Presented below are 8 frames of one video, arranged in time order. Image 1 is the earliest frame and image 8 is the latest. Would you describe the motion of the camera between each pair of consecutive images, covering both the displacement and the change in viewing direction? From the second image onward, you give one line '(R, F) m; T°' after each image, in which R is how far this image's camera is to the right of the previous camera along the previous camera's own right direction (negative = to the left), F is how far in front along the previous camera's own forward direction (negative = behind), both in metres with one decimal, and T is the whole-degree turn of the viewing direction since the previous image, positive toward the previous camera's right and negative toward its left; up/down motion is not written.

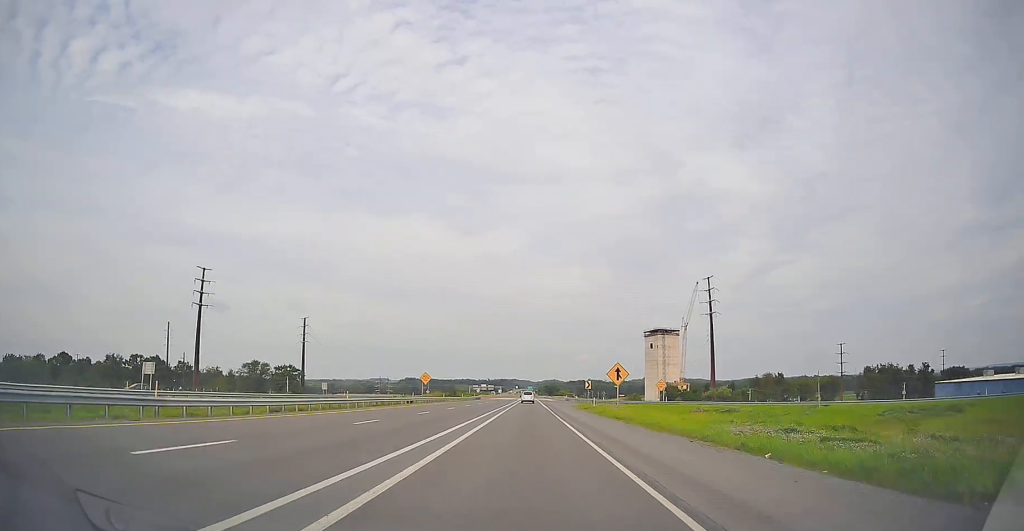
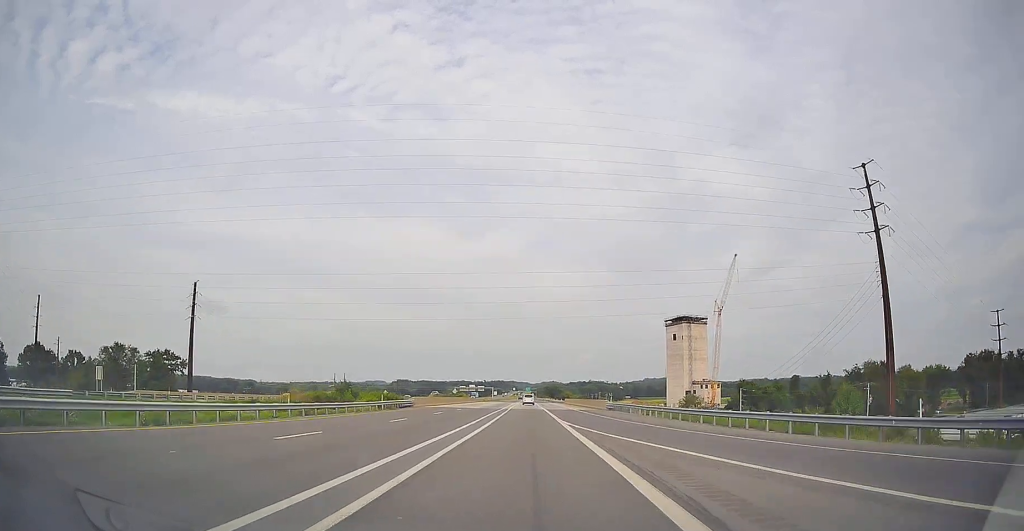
(-0.1, +81.4) m; 0°
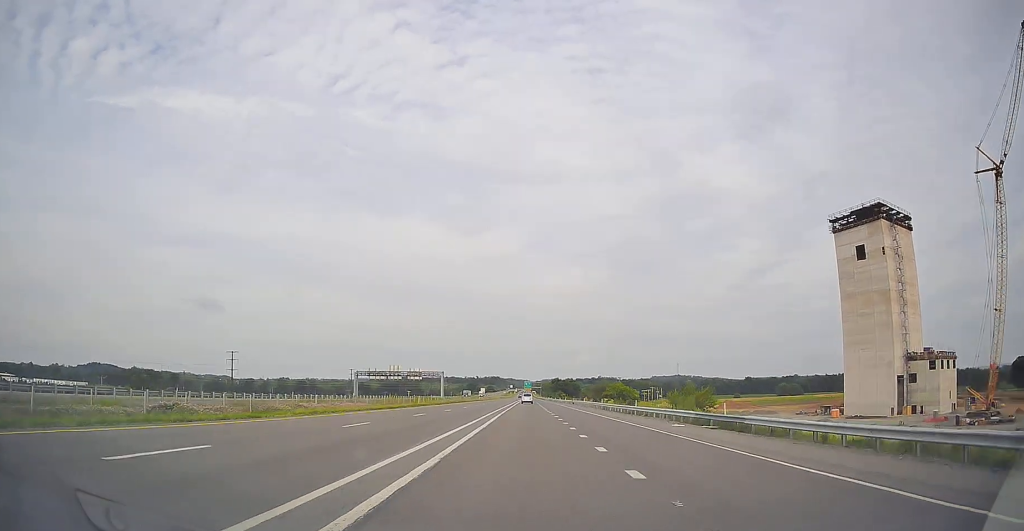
(-0.5, +227.9) m; -1°
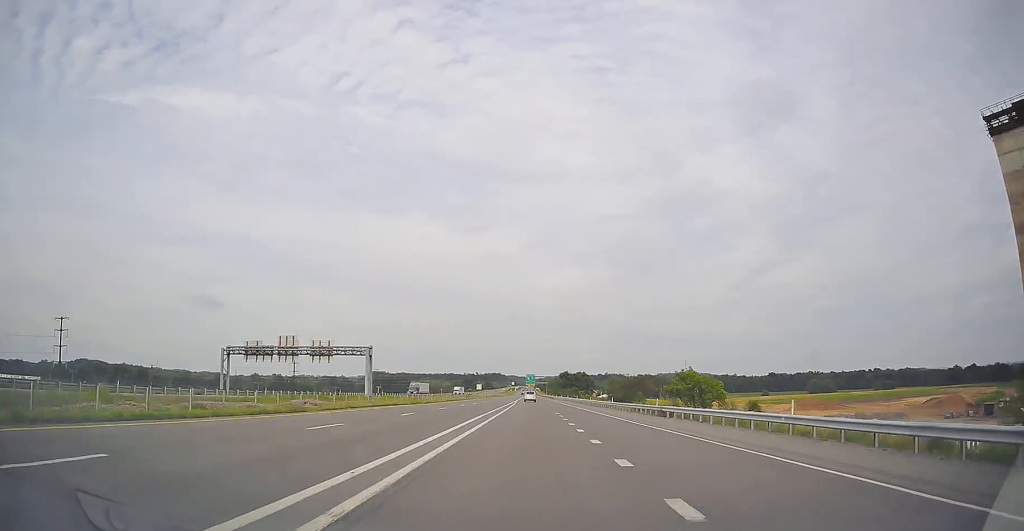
(-0.5, +73.7) m; 0°
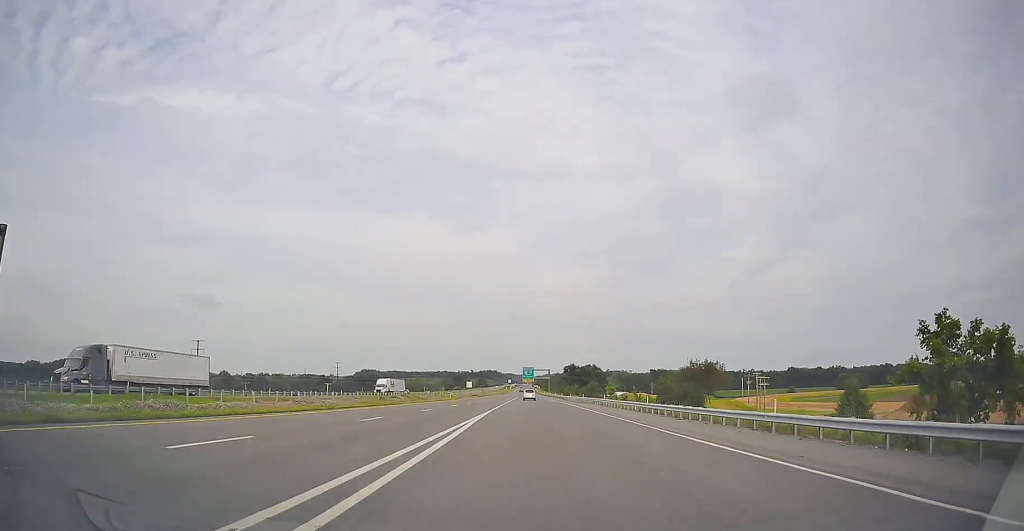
(+0.2, +67.5) m; 0°
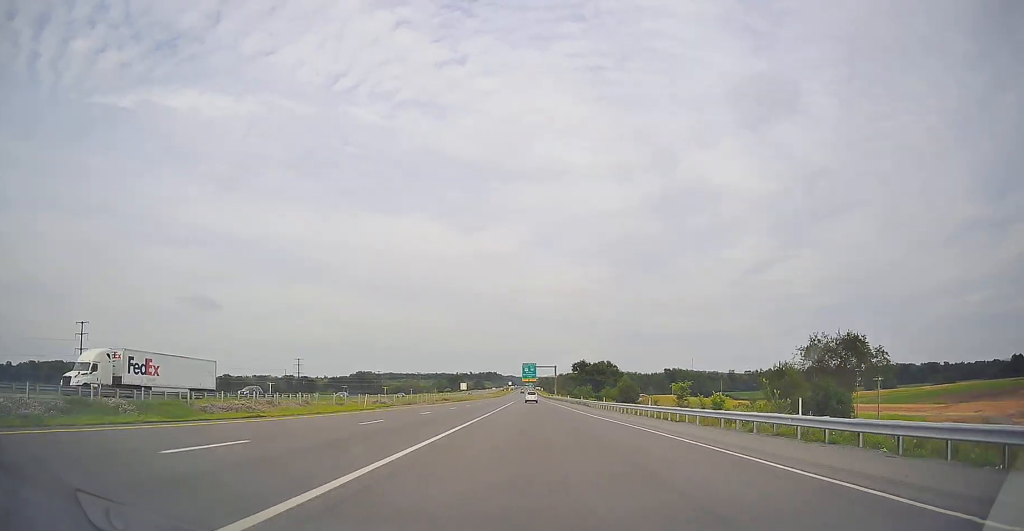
(+0.1, +48.2) m; 0°
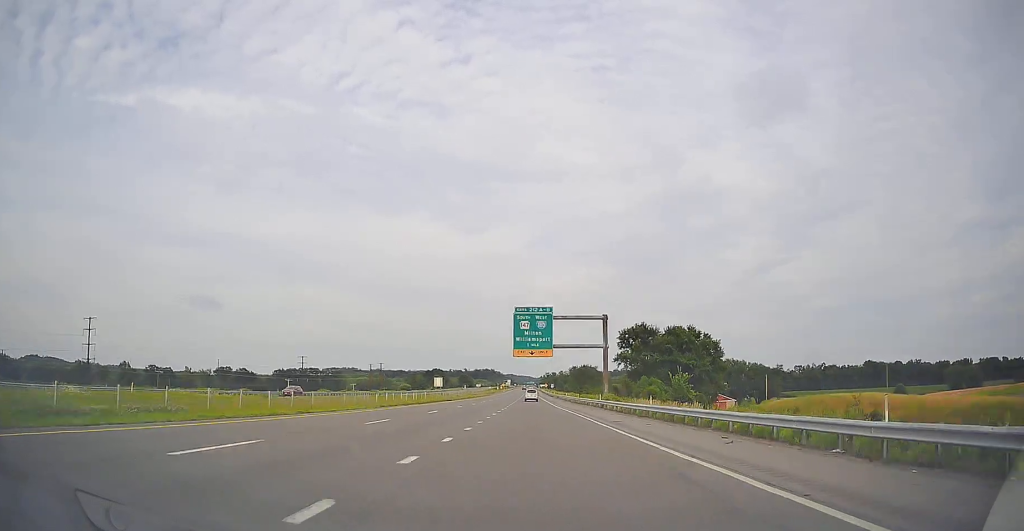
(+0.1, +121.1) m; 0°
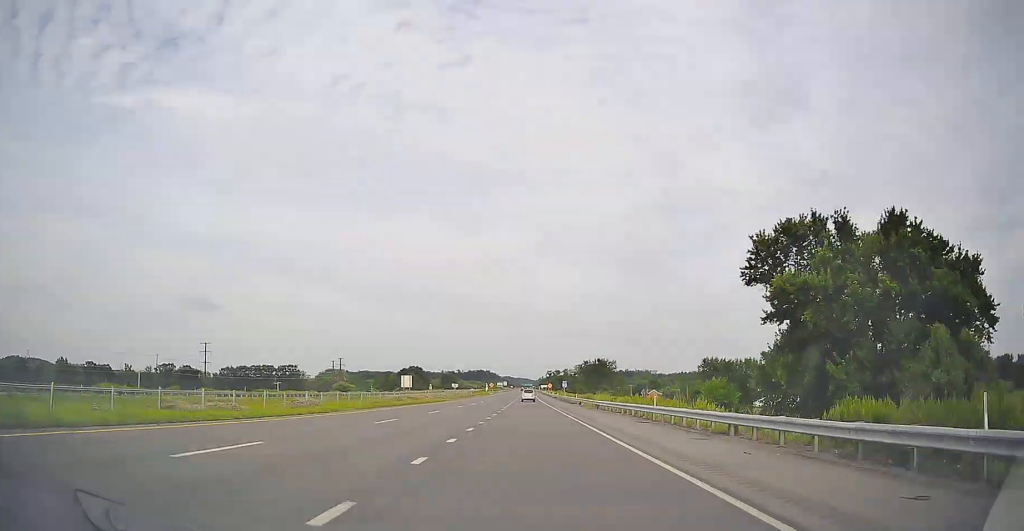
(+0.2, +72.6) m; 0°
